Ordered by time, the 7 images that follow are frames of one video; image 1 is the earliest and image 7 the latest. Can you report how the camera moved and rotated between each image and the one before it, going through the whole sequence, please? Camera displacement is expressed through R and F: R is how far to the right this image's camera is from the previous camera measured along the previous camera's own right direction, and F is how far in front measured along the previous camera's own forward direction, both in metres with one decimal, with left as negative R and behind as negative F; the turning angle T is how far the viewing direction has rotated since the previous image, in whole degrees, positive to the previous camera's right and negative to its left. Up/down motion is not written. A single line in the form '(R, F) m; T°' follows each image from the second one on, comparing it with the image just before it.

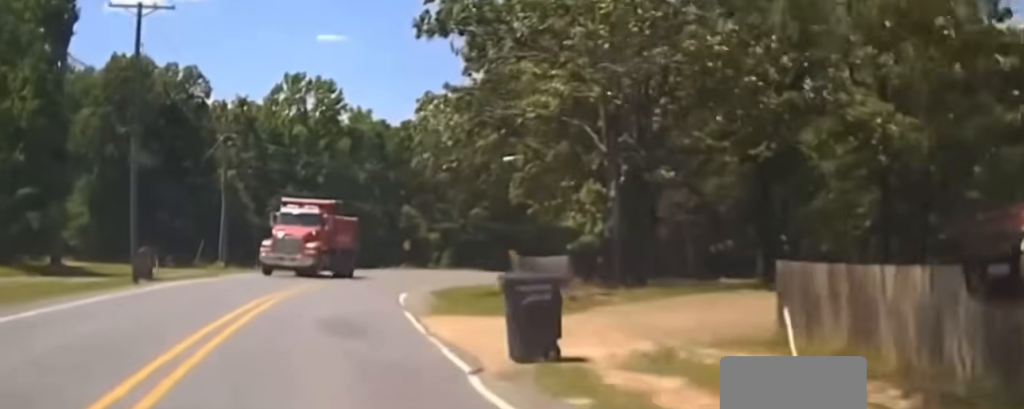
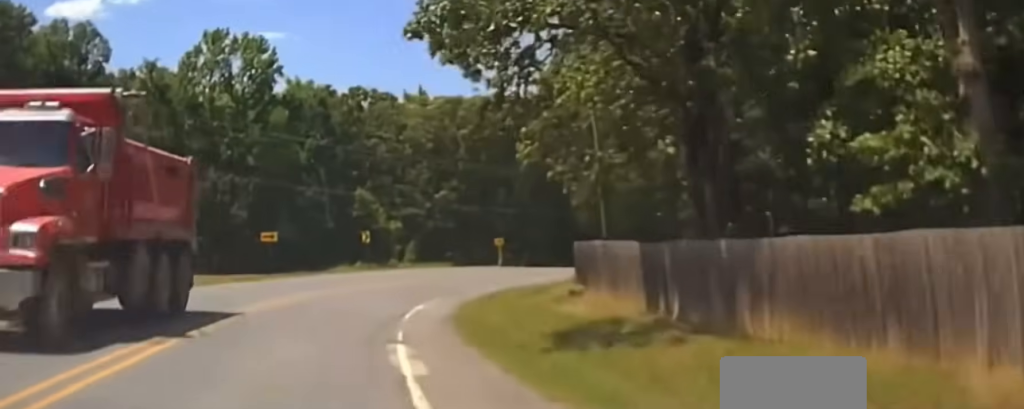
(+0.7, +20.3) m; +6°
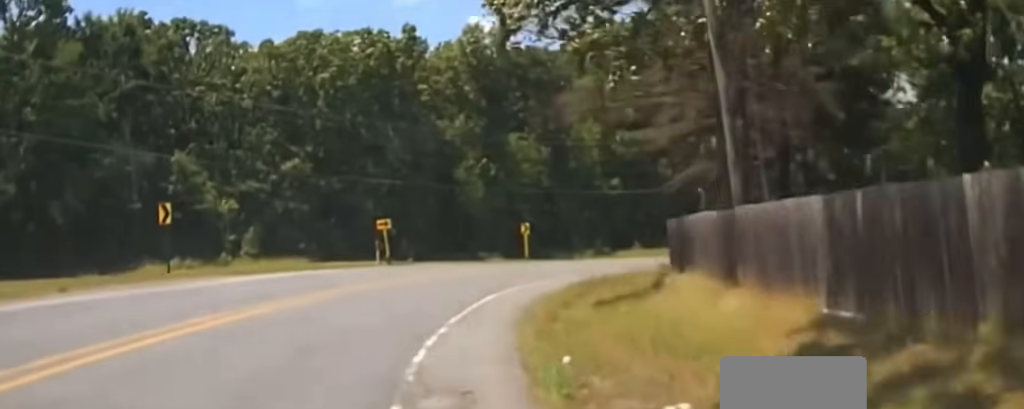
(+2.2, +24.2) m; +12°
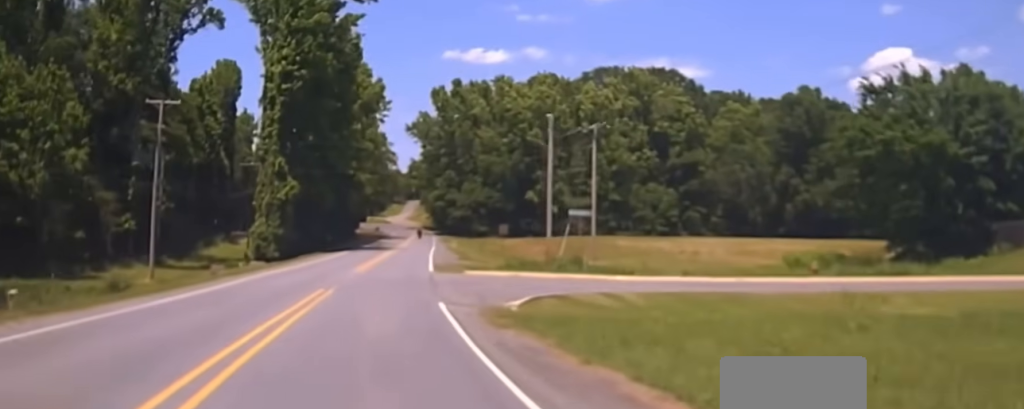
(+32.3, +70.0) m; +41°
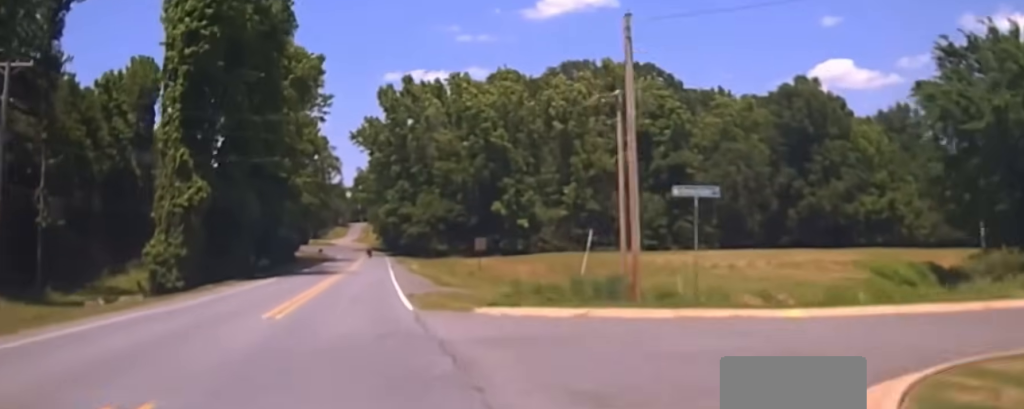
(+0.9, +20.3) m; +3°
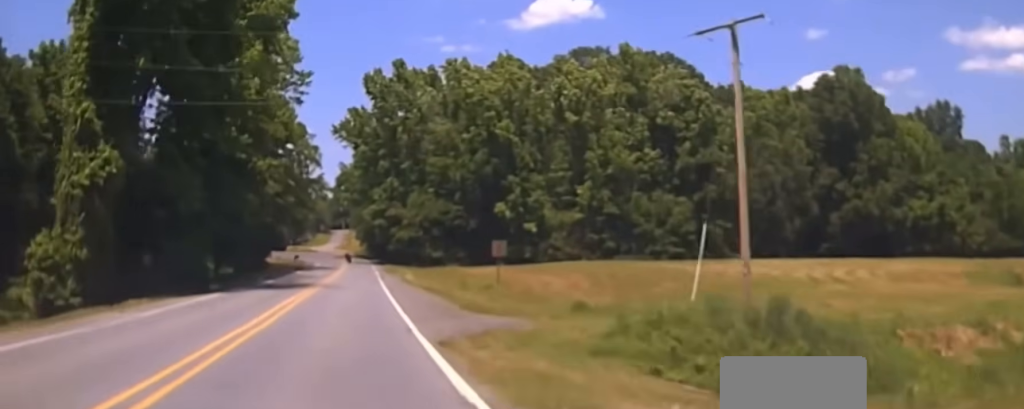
(+0.4, +16.1) m; +1°
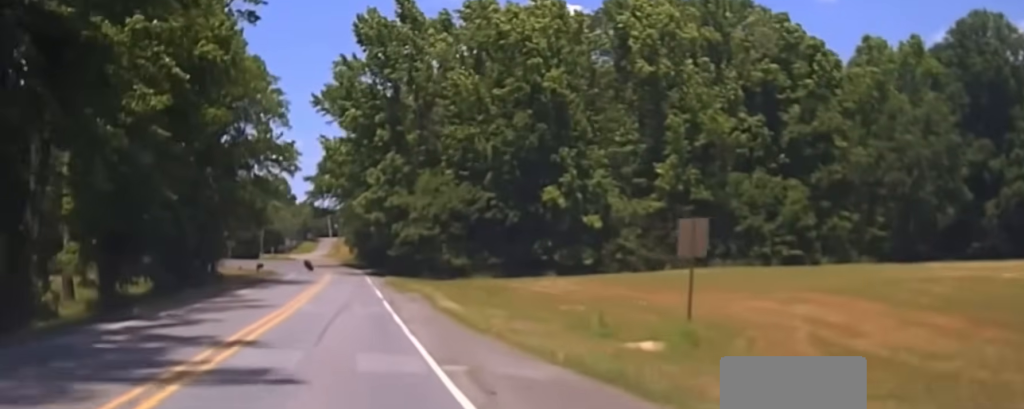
(0.0, +33.1) m; 0°
